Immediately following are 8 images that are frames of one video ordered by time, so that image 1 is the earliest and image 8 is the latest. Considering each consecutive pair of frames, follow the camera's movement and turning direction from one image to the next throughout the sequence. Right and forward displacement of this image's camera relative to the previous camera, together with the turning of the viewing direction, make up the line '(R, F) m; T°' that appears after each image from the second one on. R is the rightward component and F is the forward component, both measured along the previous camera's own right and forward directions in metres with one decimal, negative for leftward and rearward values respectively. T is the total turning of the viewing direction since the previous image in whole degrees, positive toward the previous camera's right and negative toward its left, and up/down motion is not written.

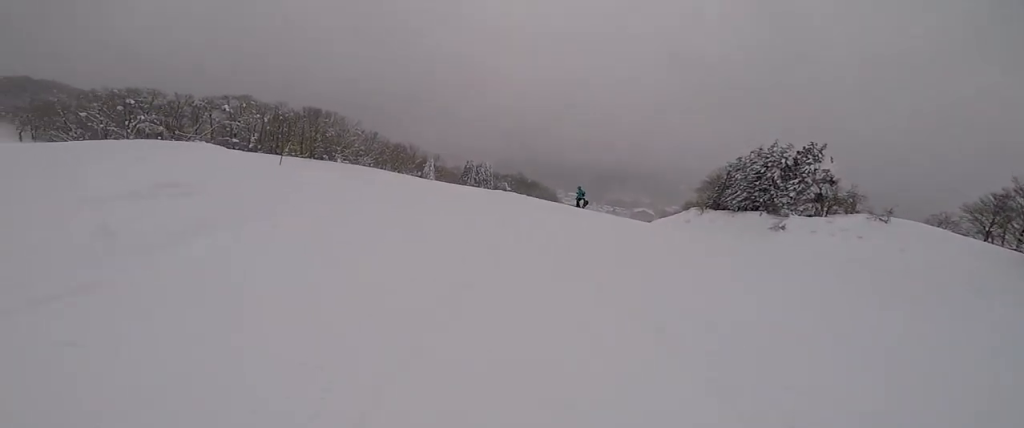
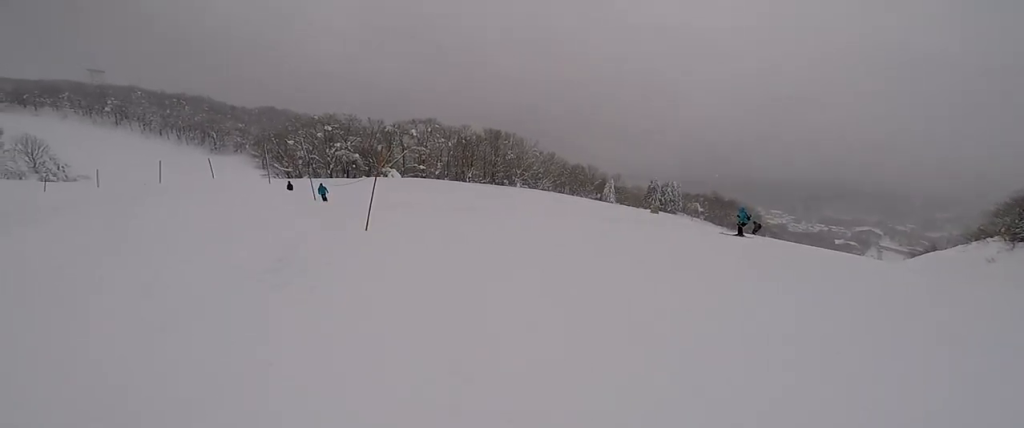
(-2.1, +8.9) m; -29°
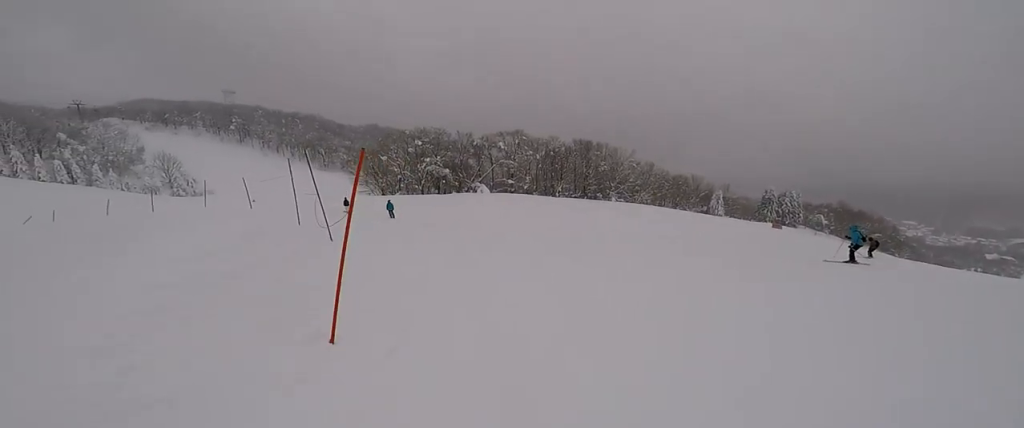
(-1.1, +5.3) m; -12°
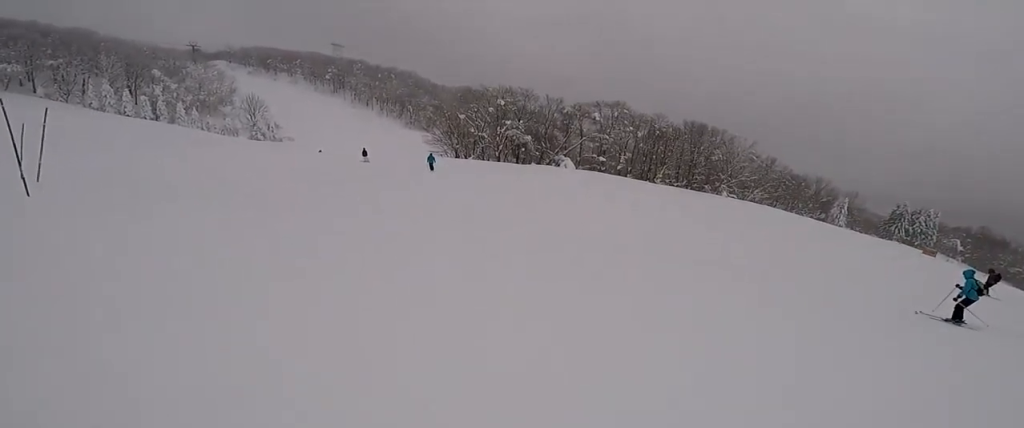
(-0.5, +10.8) m; -8°
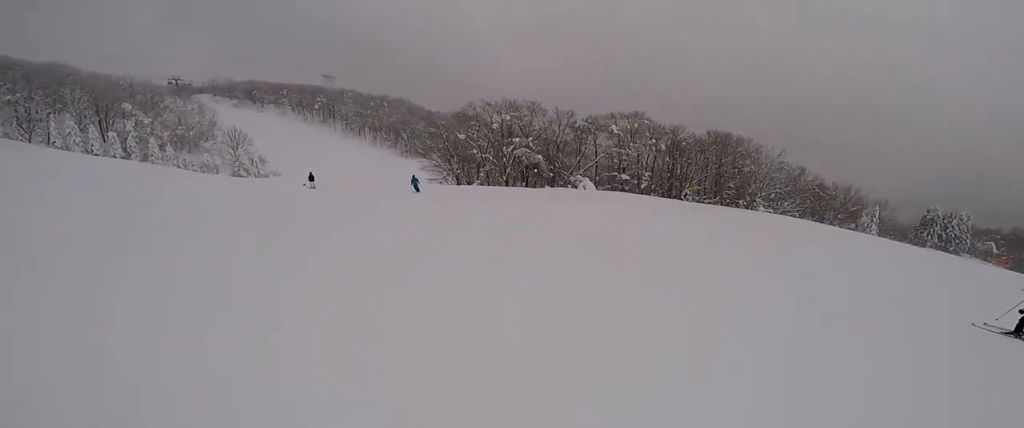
(-0.7, +8.4) m; -2°
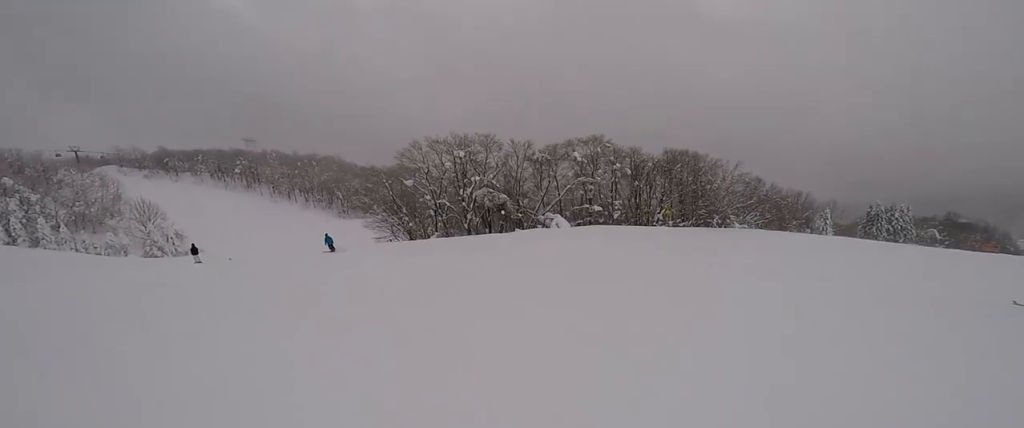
(+0.5, +7.2) m; +5°
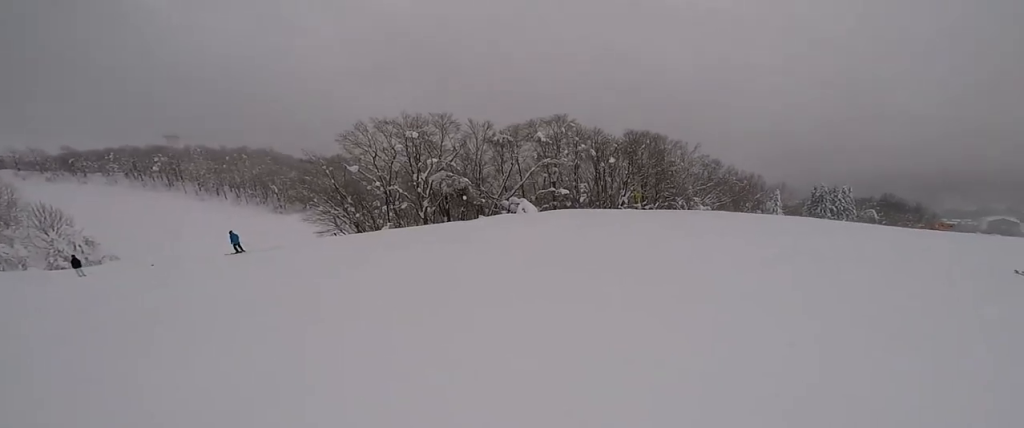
(+0.2, +3.6) m; +1°
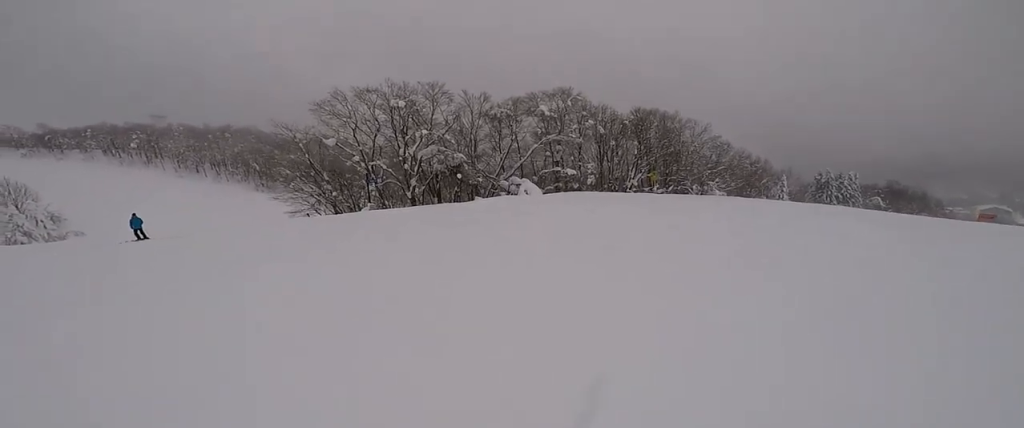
(-0.1, +5.0) m; -6°
